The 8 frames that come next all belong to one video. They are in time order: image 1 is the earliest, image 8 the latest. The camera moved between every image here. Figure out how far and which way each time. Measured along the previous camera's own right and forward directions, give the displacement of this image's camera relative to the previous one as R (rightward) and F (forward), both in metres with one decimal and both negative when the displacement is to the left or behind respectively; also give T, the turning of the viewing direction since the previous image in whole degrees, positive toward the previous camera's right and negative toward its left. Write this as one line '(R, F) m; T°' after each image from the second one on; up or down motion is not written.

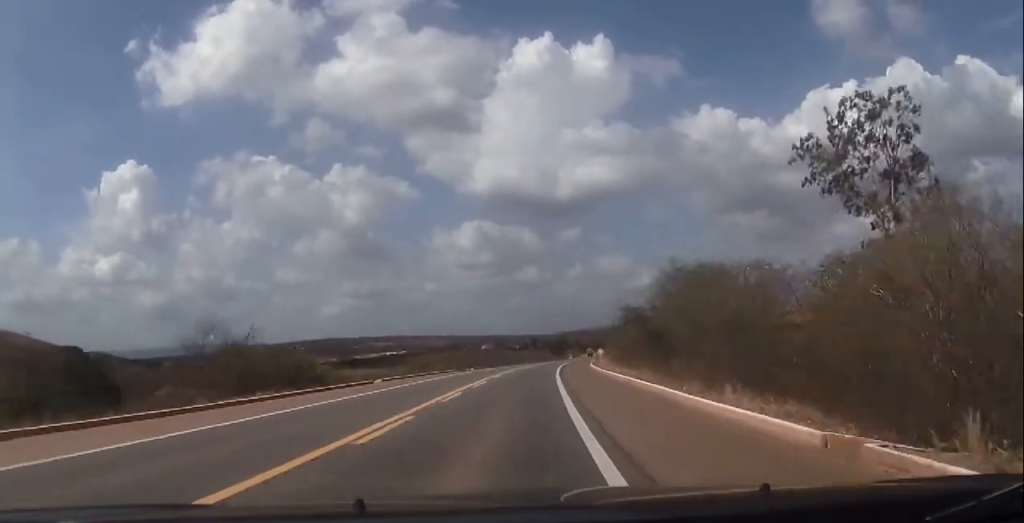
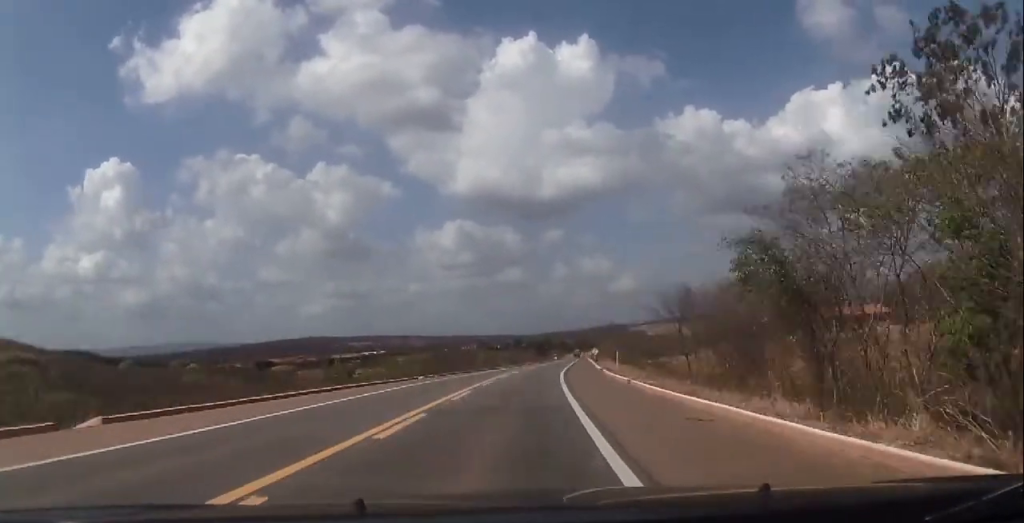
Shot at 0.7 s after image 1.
(+0.3, +24.8) m; +1°
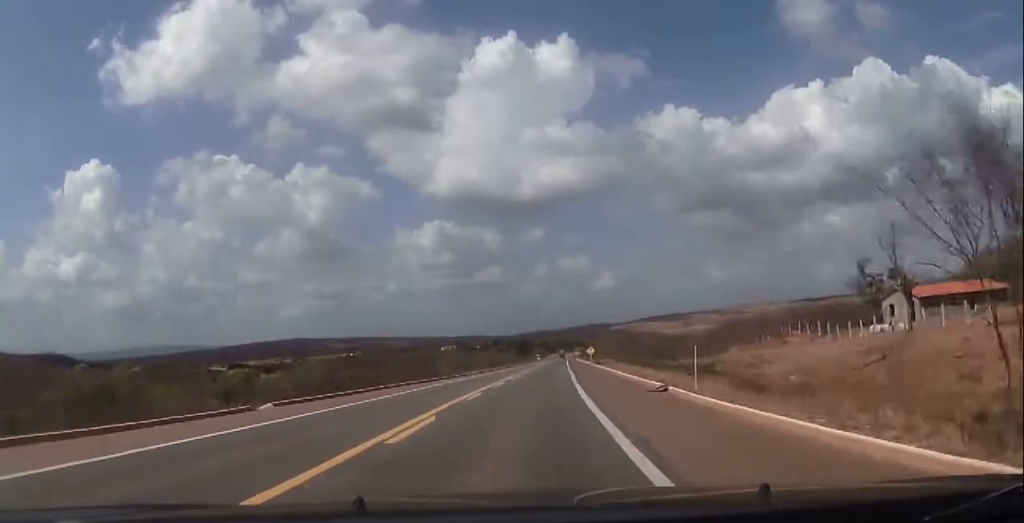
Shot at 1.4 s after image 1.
(-0.2, +26.0) m; +1°
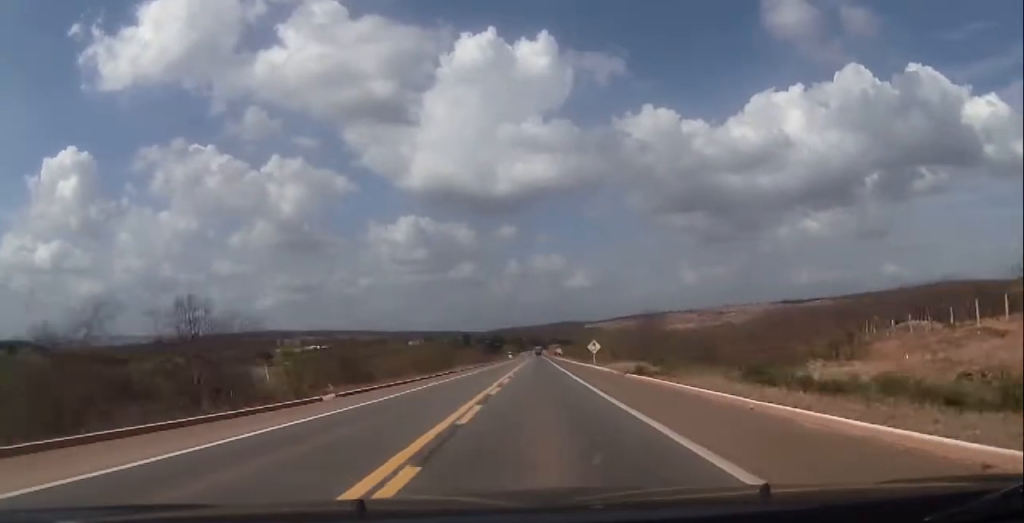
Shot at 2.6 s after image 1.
(+1.3, +40.2) m; +3°
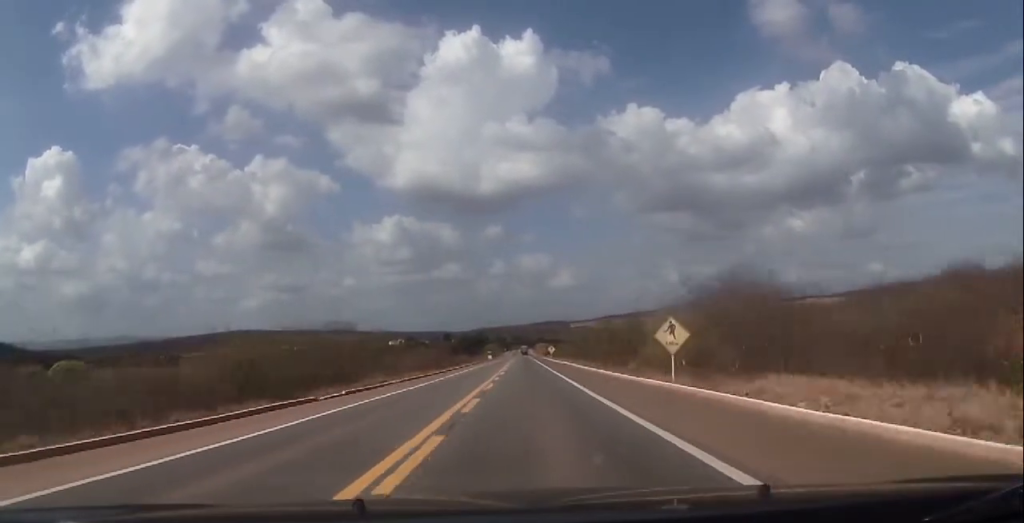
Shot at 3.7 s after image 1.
(+0.8, +40.2) m; +2°
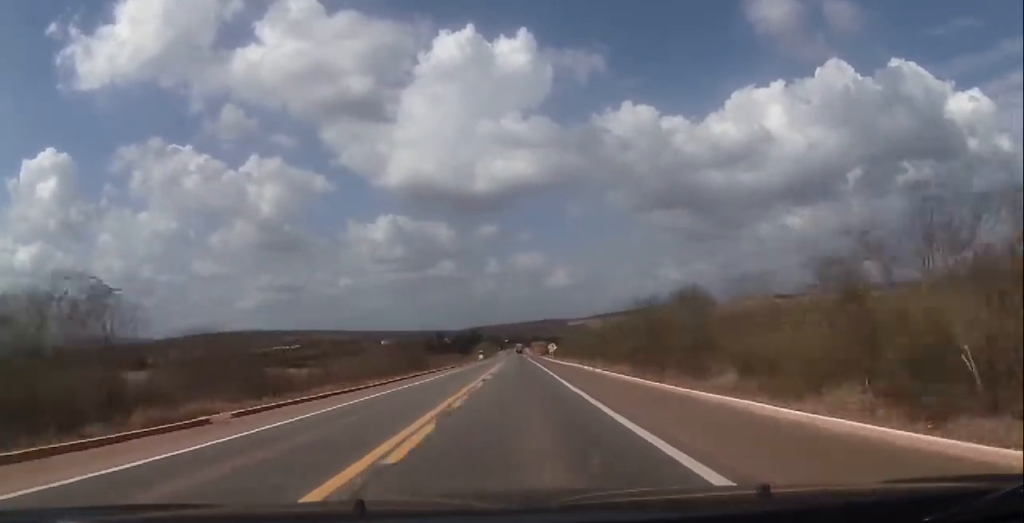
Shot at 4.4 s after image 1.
(+0.2, +23.7) m; +1°
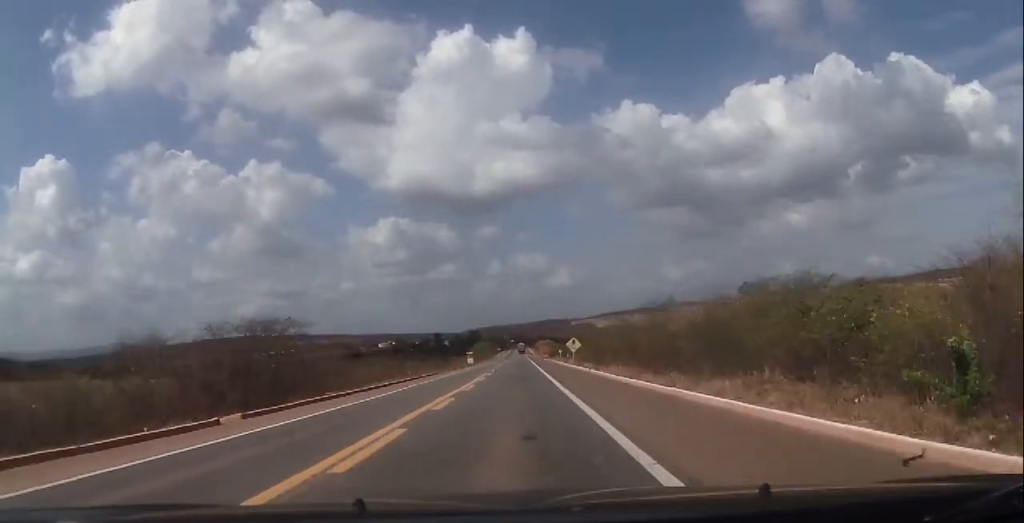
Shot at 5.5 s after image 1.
(+0.5, +40.6) m; +1°
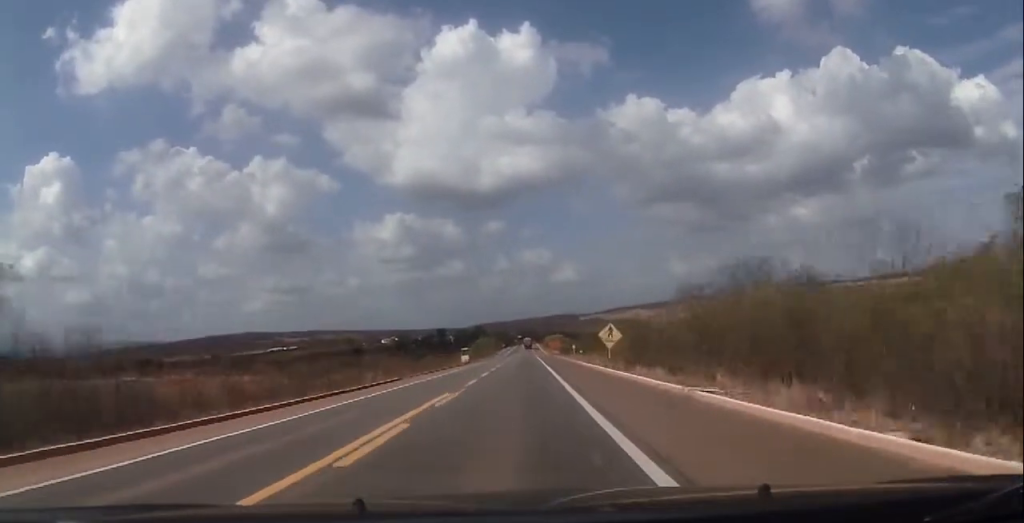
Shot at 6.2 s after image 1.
(0.0, +23.9) m; 0°
